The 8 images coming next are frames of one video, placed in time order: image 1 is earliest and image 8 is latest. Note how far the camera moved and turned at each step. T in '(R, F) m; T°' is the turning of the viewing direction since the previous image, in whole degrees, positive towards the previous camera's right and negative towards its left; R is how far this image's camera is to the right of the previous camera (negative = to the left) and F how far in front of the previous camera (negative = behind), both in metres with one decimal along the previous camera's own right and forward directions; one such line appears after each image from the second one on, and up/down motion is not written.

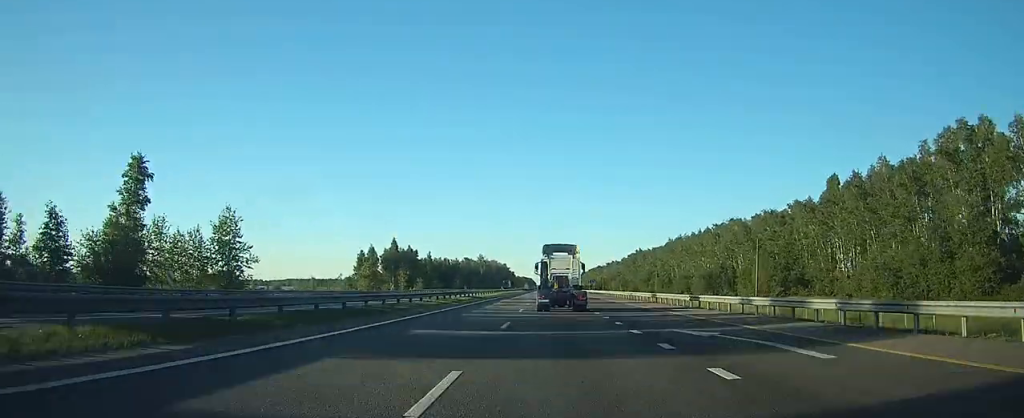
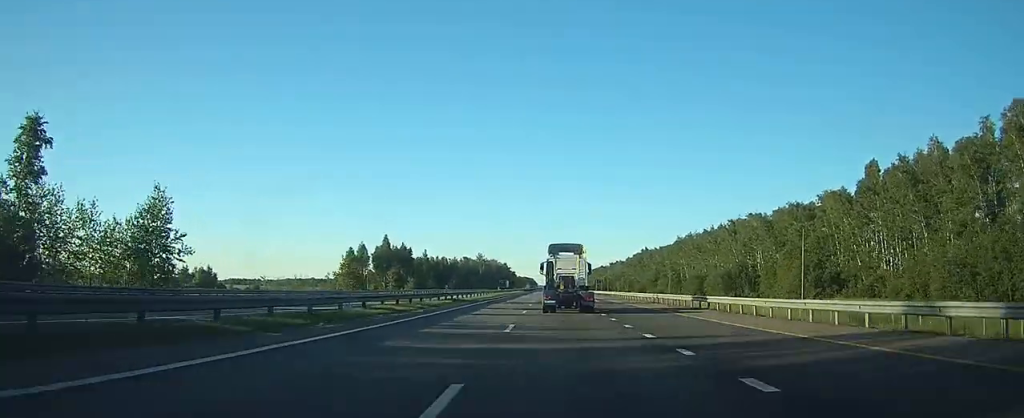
(0.0, +13.0) m; 0°
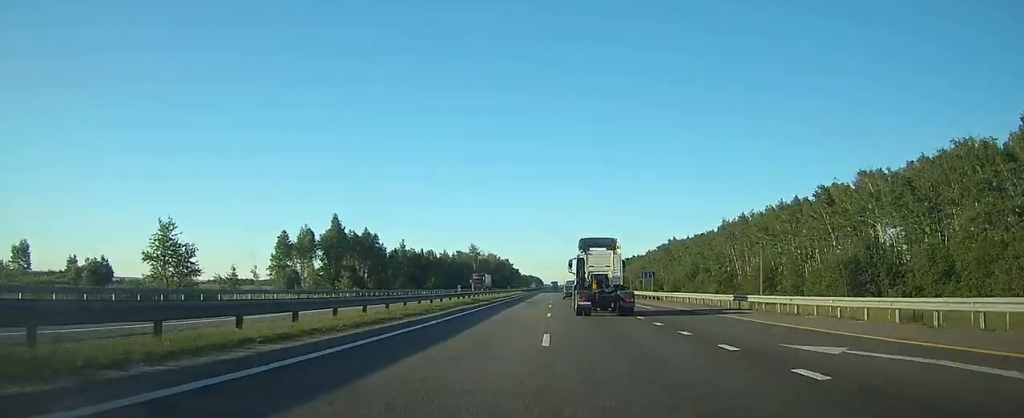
(-0.2, +51.3) m; -1°
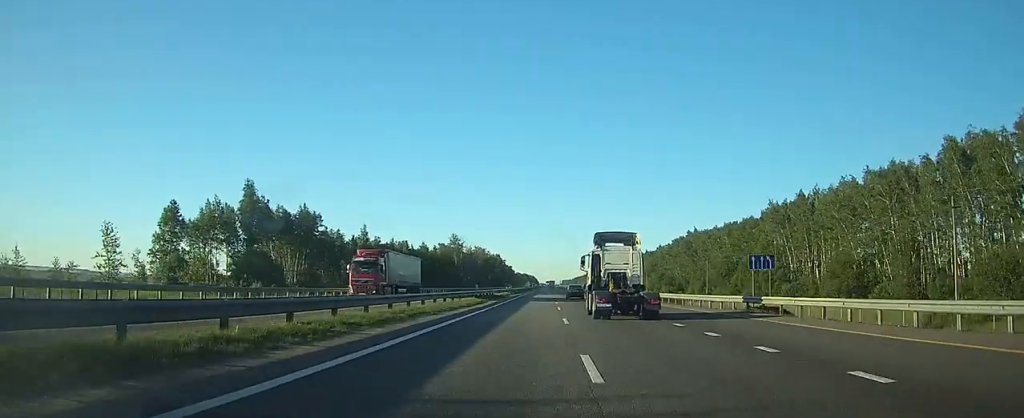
(-0.3, +40.1) m; -1°
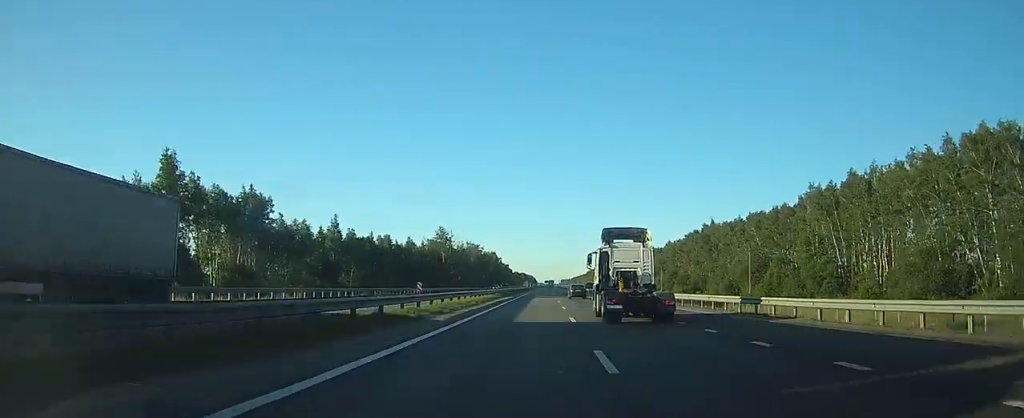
(0.0, +22.7) m; 0°
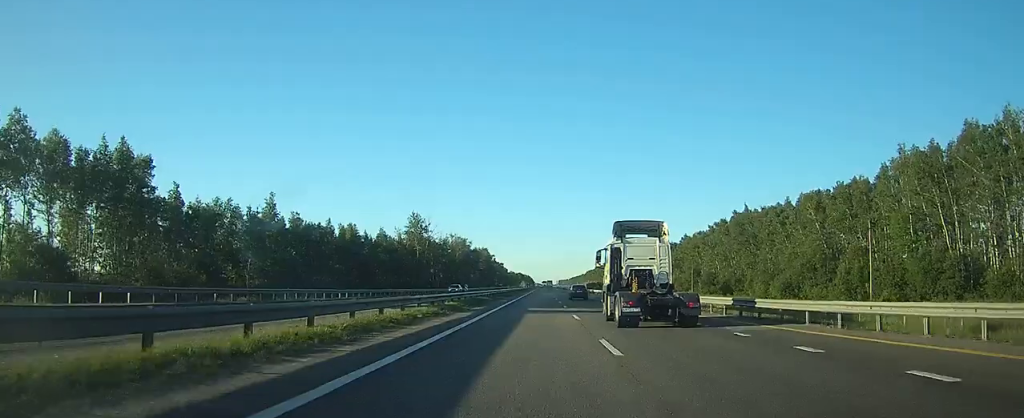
(0.0, +33.4) m; 0°
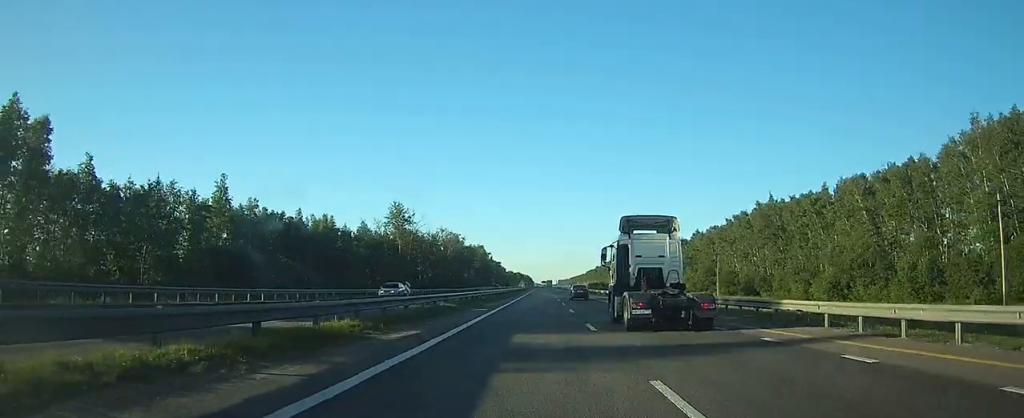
(0.0, +17.8) m; 0°
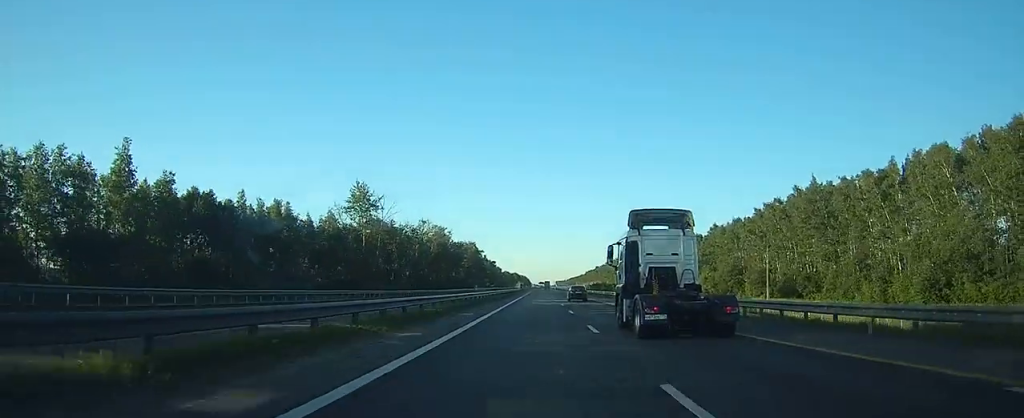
(+0.1, +24.1) m; 0°
